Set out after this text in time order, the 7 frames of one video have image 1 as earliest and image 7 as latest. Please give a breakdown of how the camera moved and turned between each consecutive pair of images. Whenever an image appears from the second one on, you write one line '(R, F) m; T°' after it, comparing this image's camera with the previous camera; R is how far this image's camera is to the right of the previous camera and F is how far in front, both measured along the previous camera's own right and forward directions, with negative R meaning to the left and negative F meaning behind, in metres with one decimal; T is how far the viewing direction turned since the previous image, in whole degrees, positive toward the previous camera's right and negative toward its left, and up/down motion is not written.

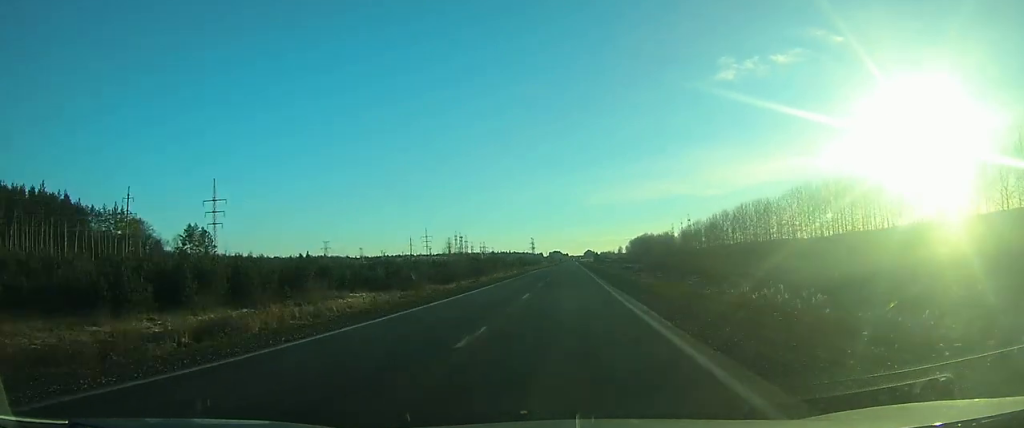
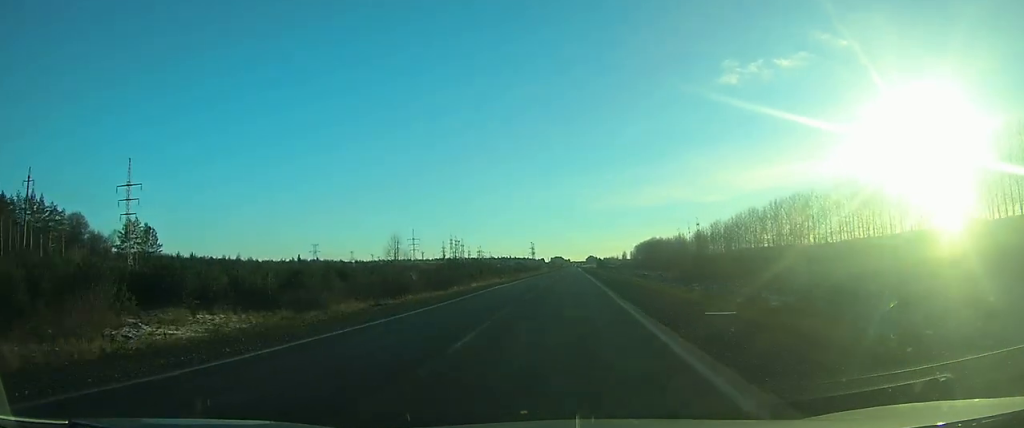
(+0.1, +36.2) m; 0°
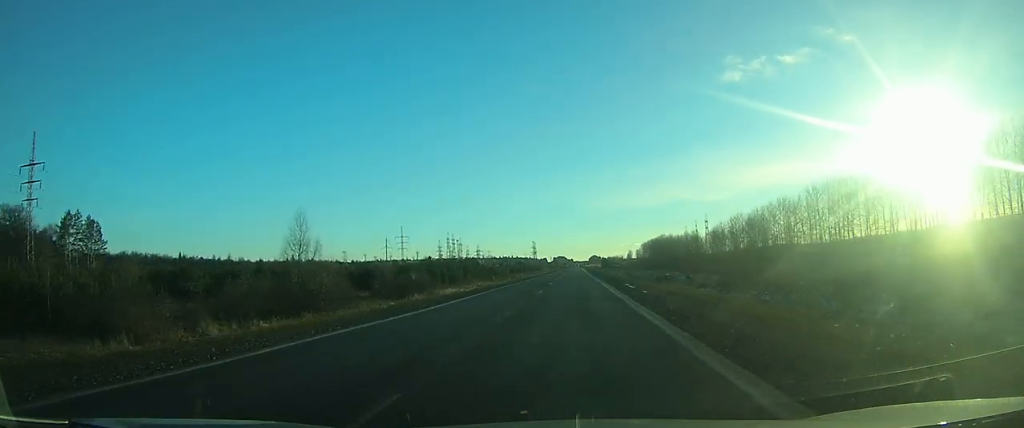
(0.0, +28.7) m; 0°
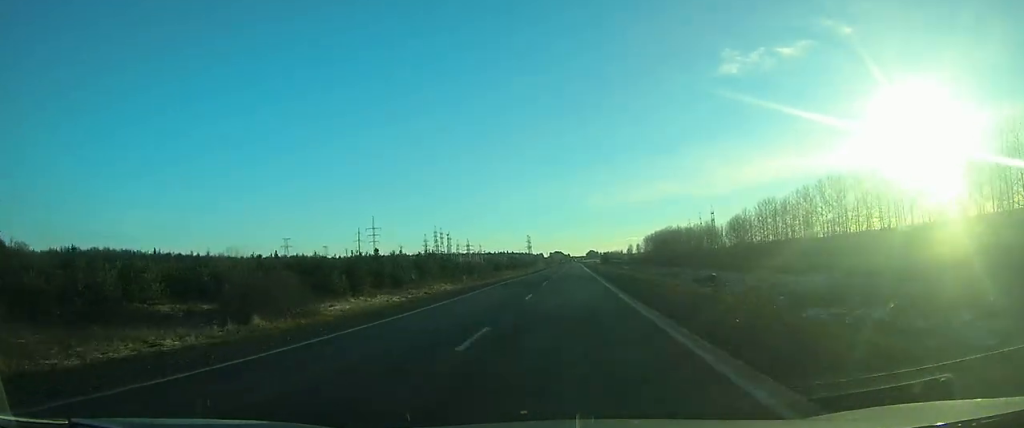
(0.0, +39.9) m; 0°
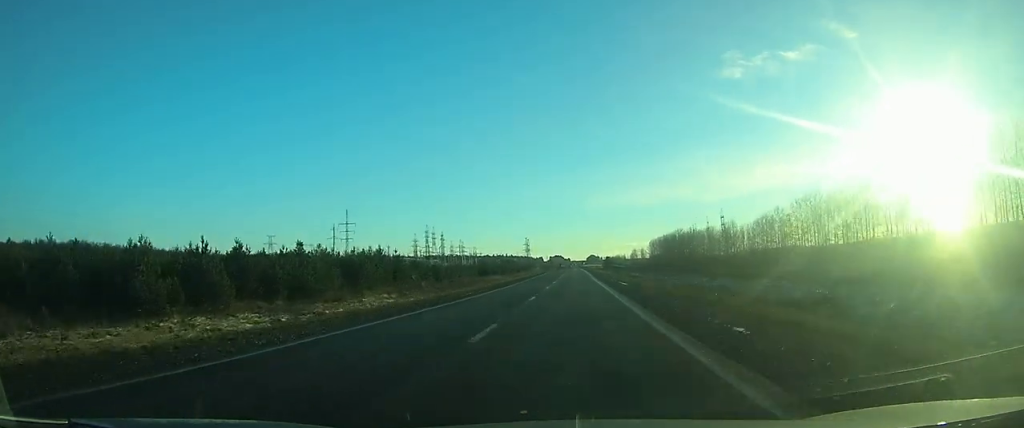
(0.0, +33.0) m; 0°
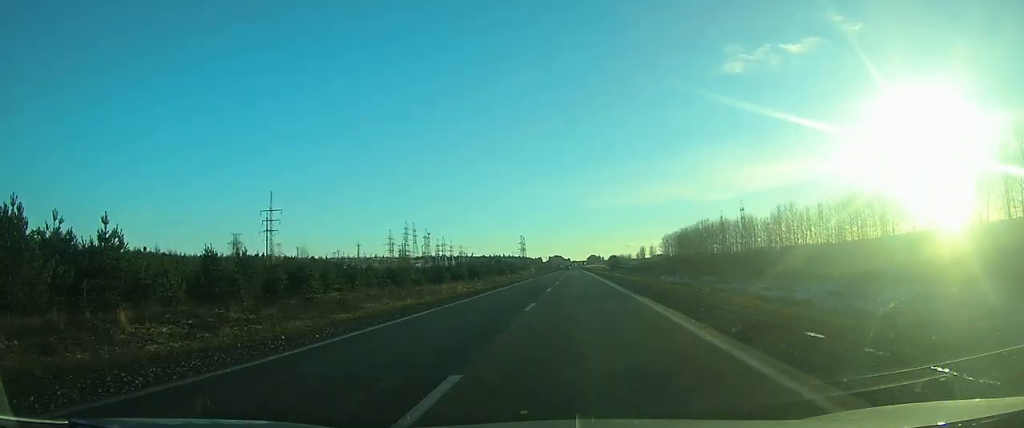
(-0.2, +66.9) m; 0°
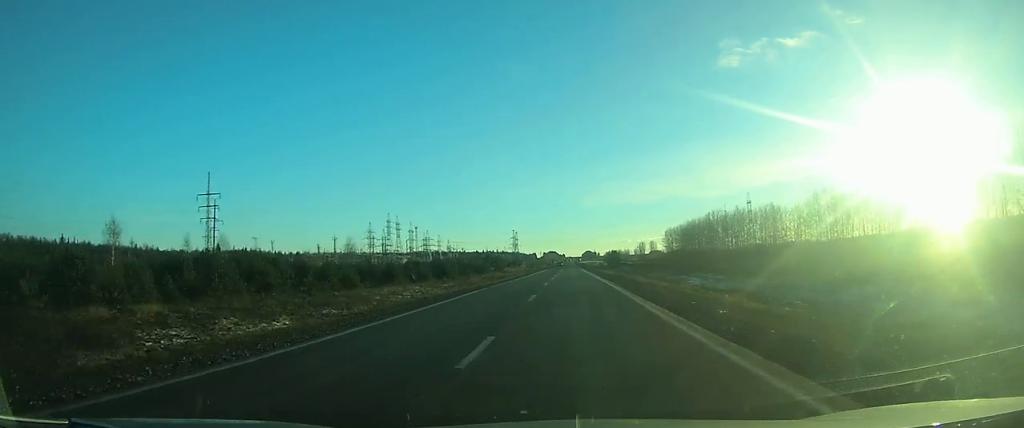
(+0.2, +33.6) m; 0°
